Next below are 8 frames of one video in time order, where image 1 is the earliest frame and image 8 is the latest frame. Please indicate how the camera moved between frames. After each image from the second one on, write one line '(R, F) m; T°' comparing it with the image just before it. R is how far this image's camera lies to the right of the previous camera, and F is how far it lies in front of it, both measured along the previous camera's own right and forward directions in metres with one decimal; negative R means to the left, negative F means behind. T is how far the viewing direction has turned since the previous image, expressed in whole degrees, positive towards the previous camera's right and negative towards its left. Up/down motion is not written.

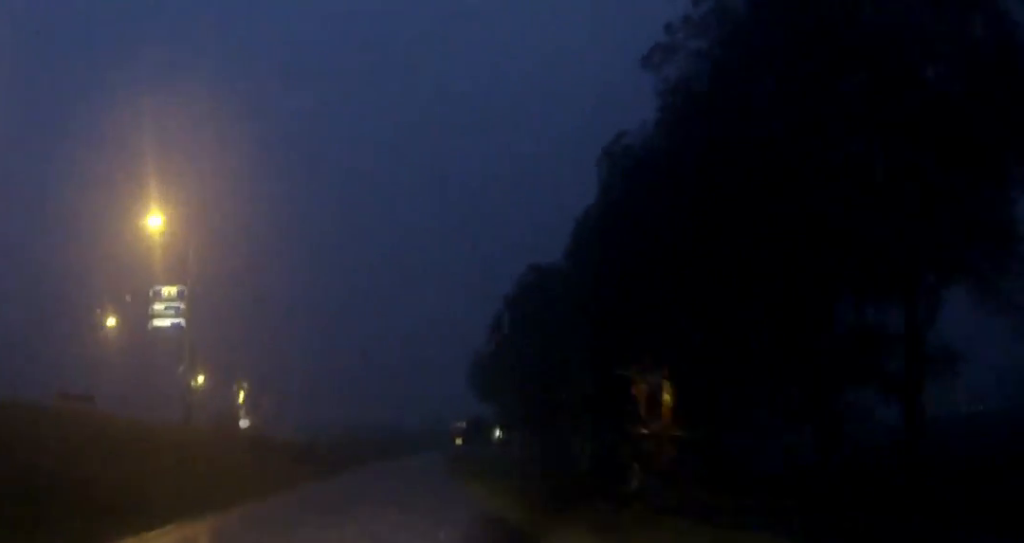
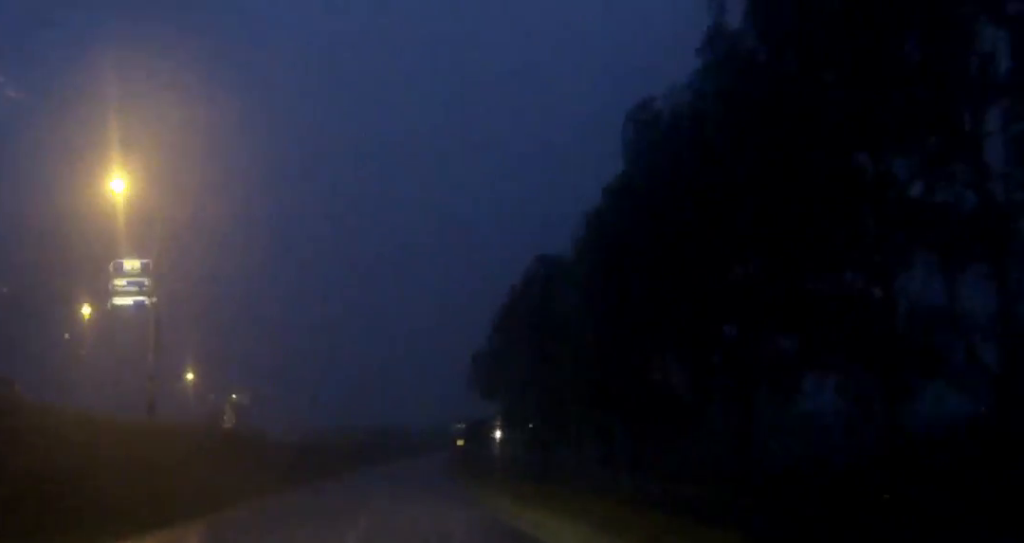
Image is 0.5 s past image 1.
(0.0, +6.1) m; 0°
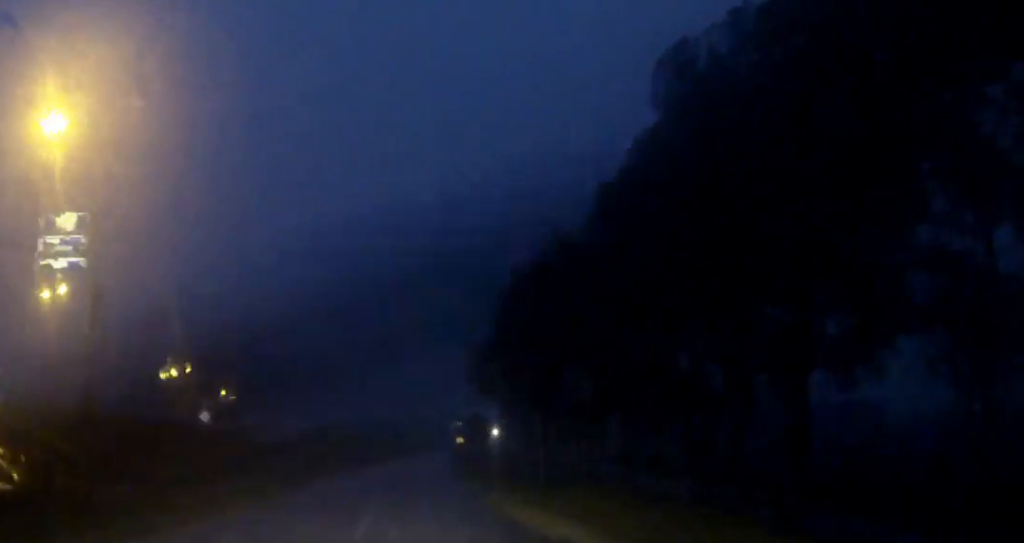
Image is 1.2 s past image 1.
(0.0, +7.3) m; 0°
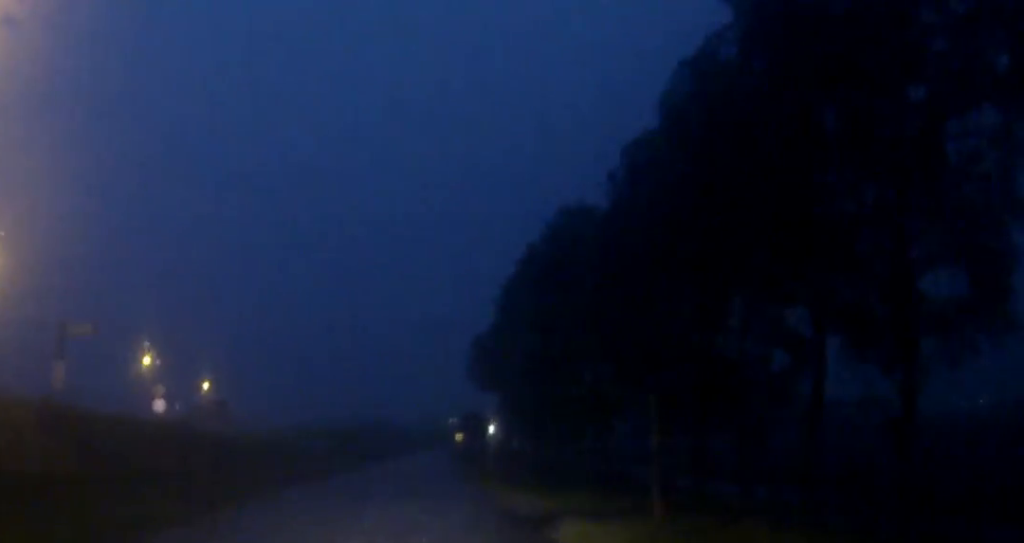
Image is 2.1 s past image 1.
(0.0, +10.3) m; 0°
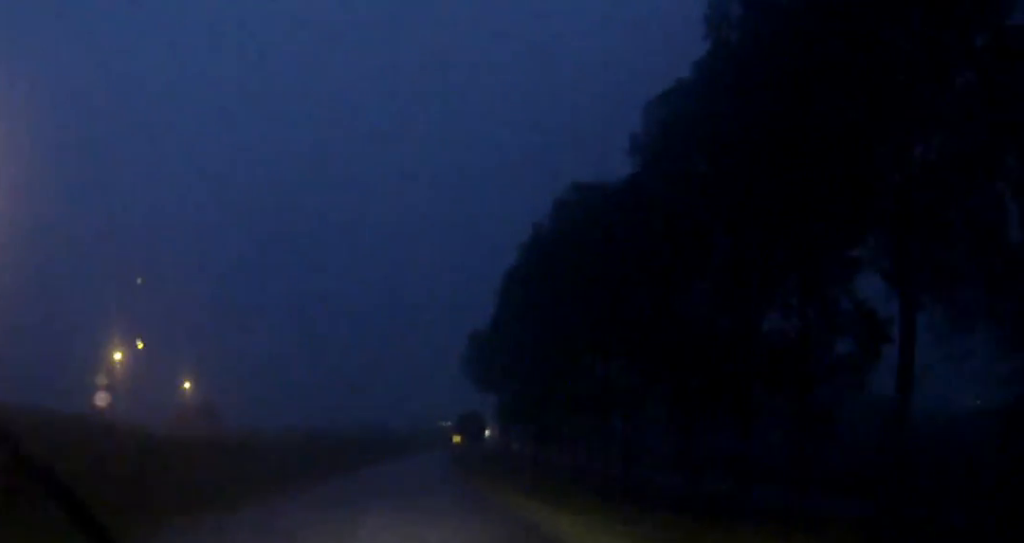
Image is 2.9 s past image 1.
(0.0, +8.8) m; 0°
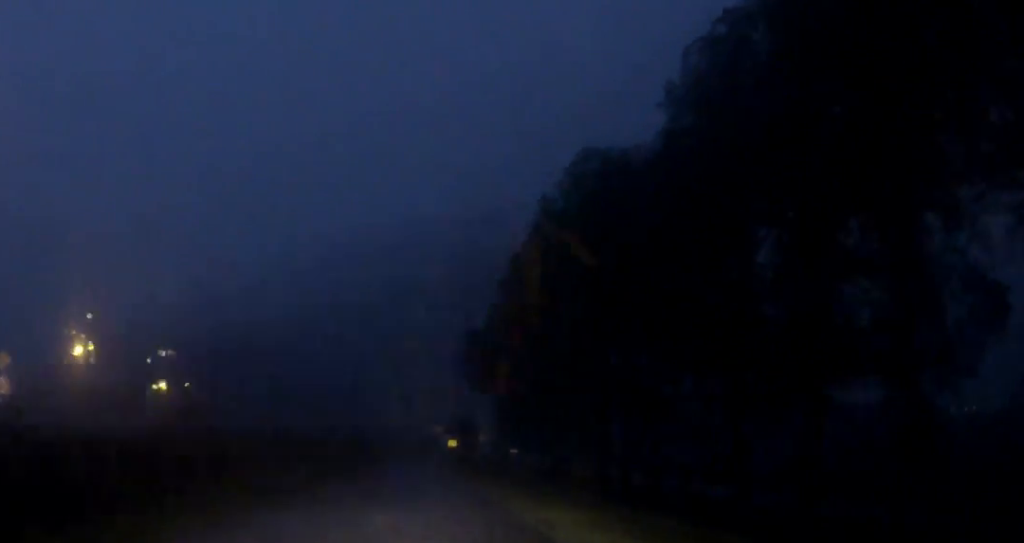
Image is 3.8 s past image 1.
(0.0, +10.3) m; +1°
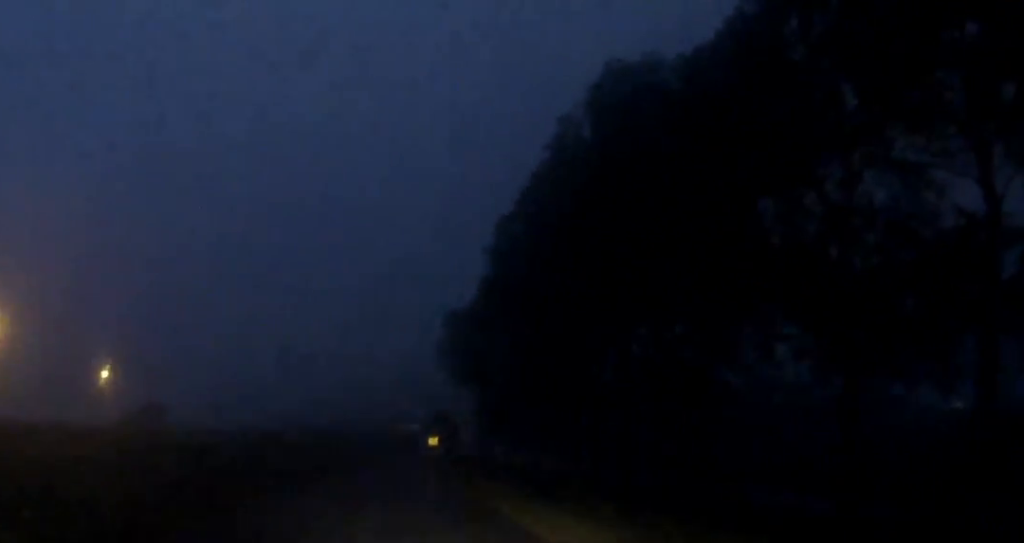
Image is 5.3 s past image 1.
(+0.4, +15.2) m; +2°
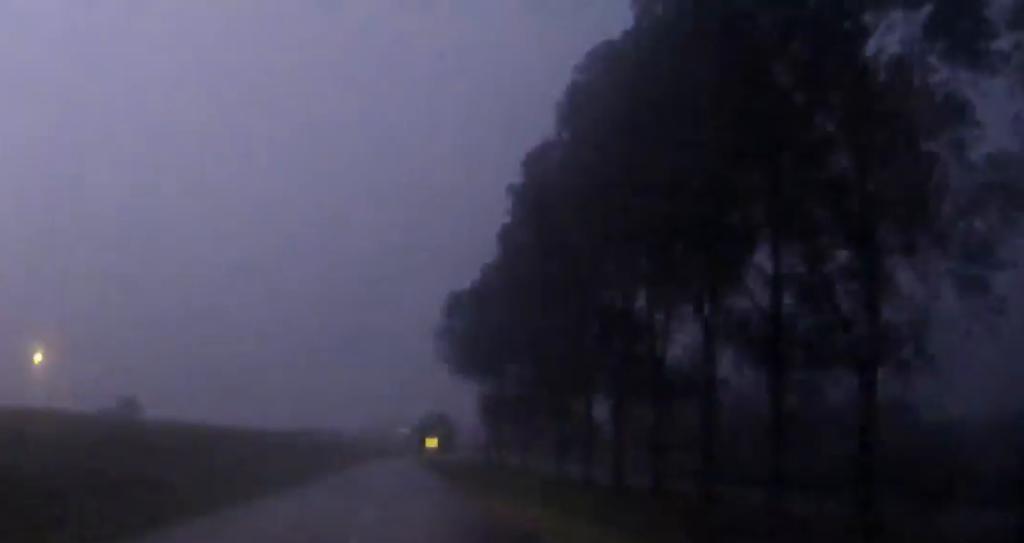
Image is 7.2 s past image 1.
(+0.1, +20.0) m; 0°
